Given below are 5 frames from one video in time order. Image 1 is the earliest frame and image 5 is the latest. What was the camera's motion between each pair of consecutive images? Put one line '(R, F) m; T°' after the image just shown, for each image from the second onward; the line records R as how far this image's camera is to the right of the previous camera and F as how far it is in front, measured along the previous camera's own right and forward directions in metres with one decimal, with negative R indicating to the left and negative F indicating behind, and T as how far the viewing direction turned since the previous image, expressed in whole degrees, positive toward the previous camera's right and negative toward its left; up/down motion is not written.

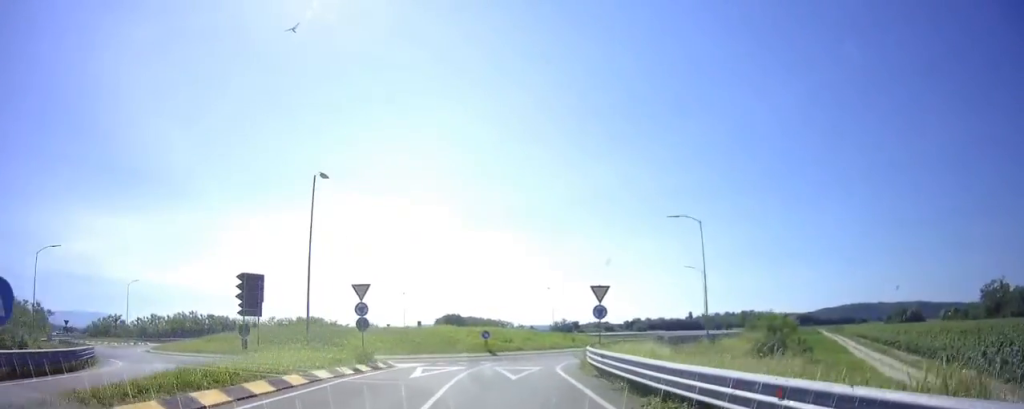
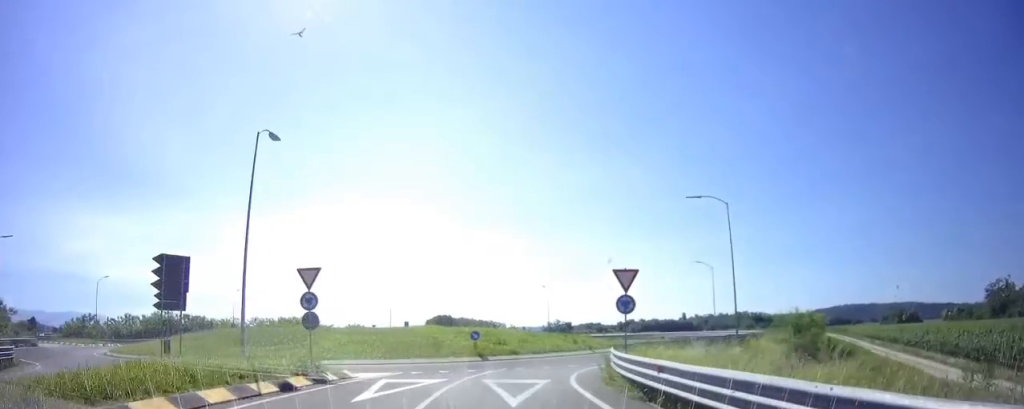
(+0.3, +5.2) m; +6°
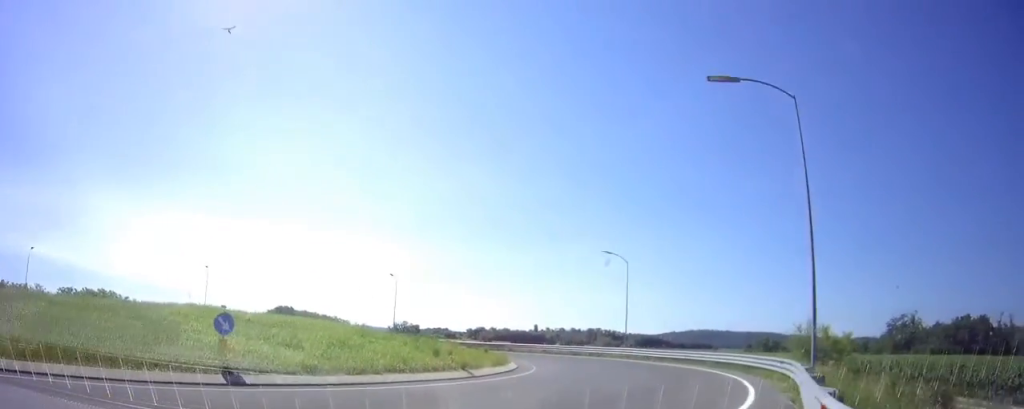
(+3.5, +18.0) m; +18°
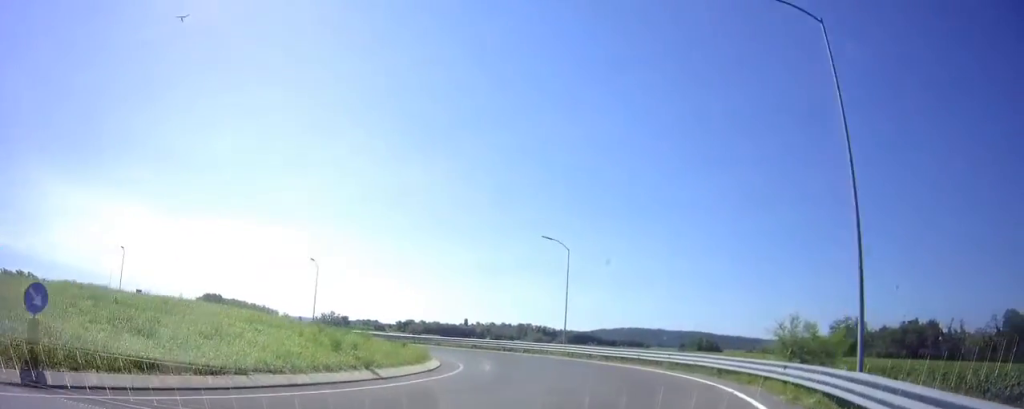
(+0.3, +4.8) m; +2°
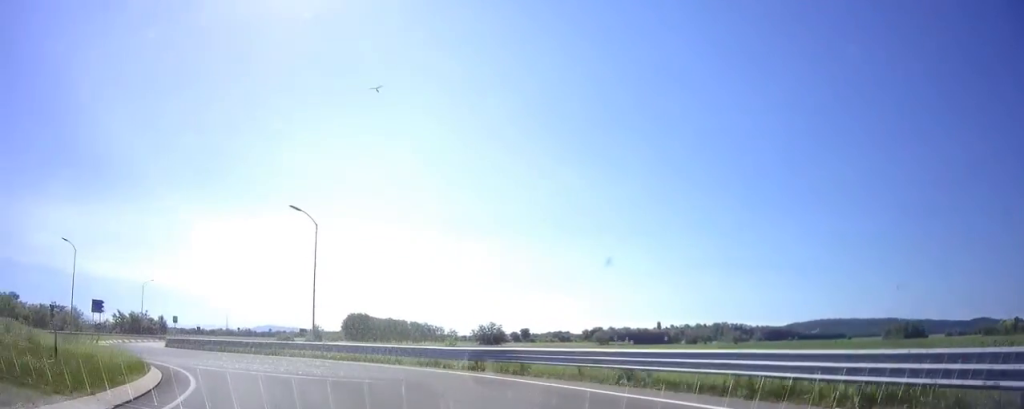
(-11.1, +28.1) m; -90°
